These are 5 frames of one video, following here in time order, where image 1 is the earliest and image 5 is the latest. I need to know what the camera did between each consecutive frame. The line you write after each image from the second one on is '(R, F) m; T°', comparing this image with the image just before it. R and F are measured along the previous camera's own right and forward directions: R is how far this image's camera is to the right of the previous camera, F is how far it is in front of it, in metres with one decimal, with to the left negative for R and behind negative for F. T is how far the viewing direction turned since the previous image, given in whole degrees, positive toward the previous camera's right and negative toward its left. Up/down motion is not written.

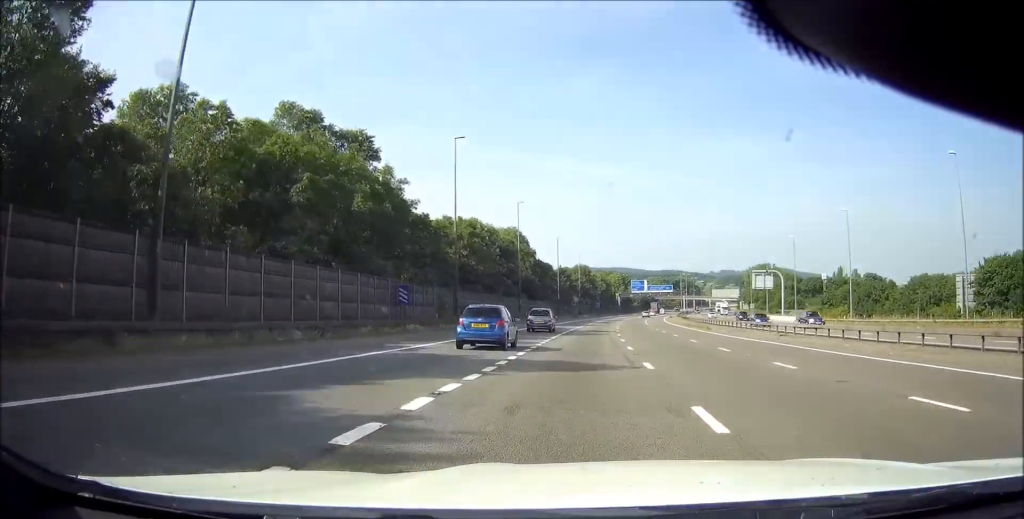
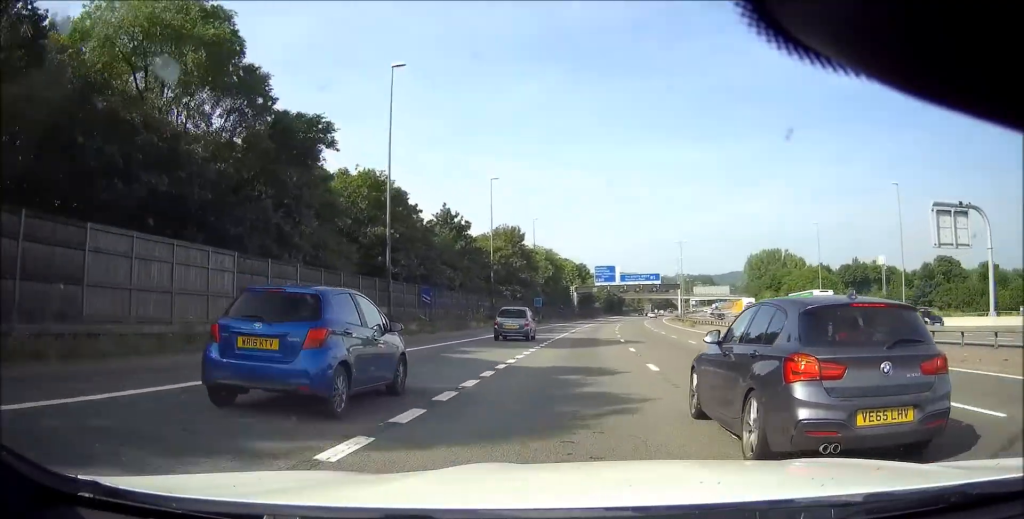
(+2.1, +85.4) m; +3°
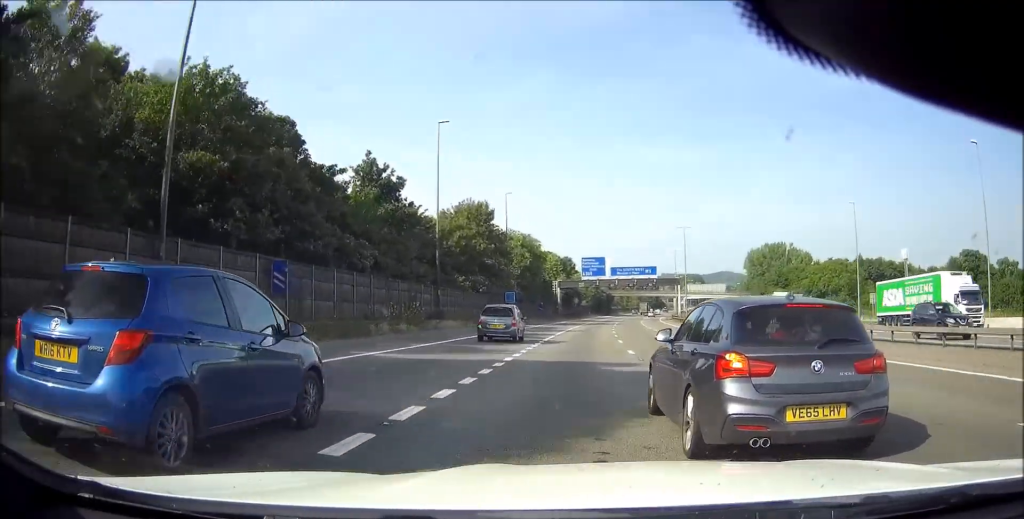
(+0.2, +17.9) m; +1°
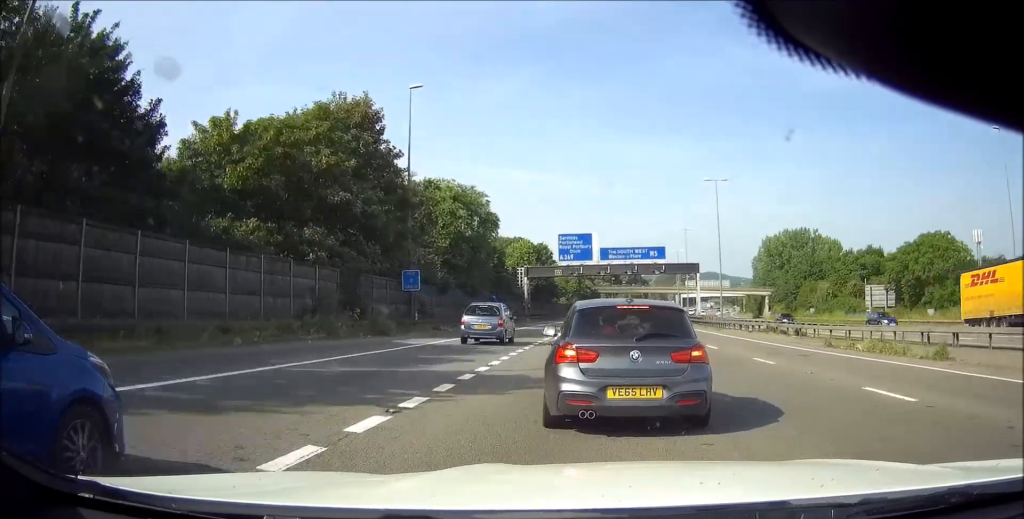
(+0.5, +36.4) m; +2°
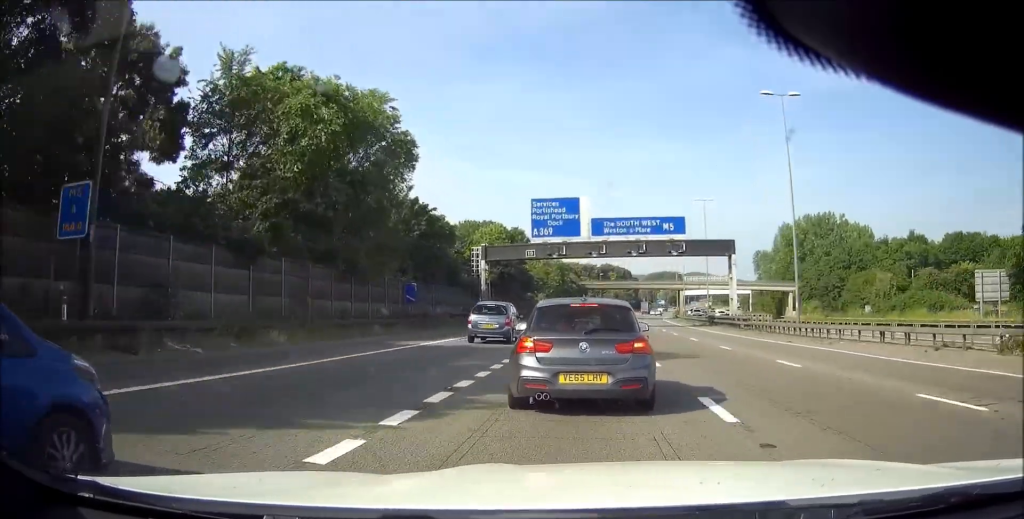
(+0.3, +27.0) m; +2°
